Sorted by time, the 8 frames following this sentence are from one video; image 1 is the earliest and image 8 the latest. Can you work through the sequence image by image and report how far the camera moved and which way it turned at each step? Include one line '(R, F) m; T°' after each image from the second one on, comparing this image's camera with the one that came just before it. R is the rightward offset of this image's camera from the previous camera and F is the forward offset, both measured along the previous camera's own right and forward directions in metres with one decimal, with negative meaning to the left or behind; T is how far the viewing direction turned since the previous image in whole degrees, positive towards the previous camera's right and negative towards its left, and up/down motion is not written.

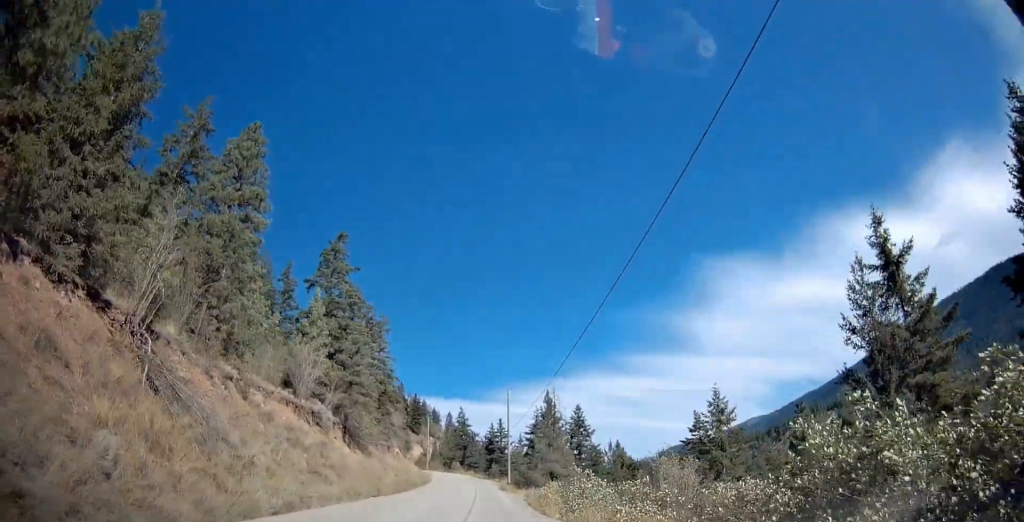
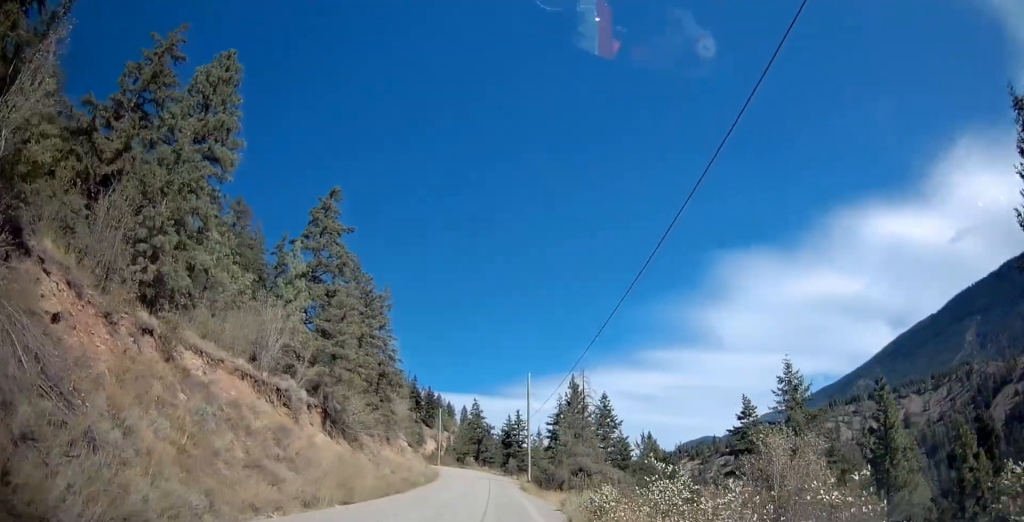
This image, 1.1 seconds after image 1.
(-0.4, +9.1) m; 0°
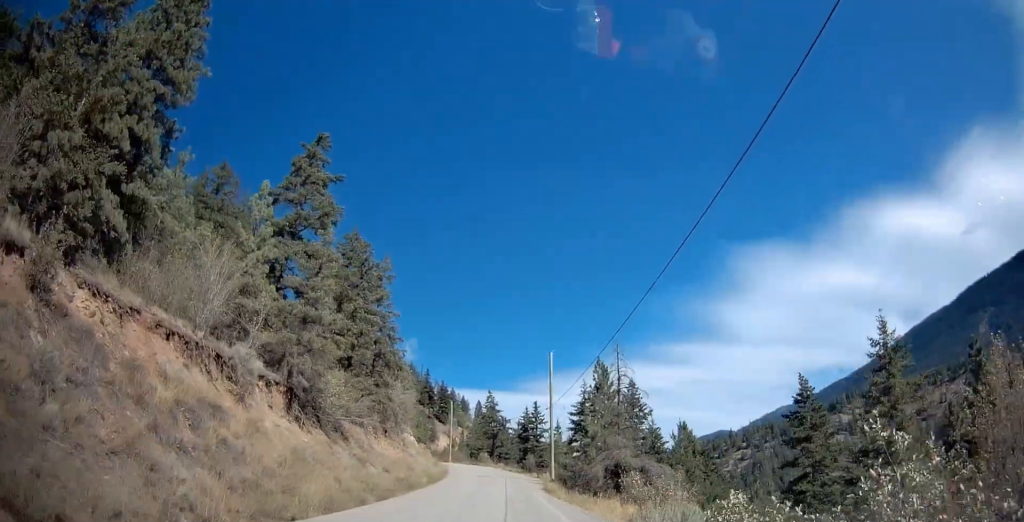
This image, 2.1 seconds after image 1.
(+0.3, +8.4) m; -1°
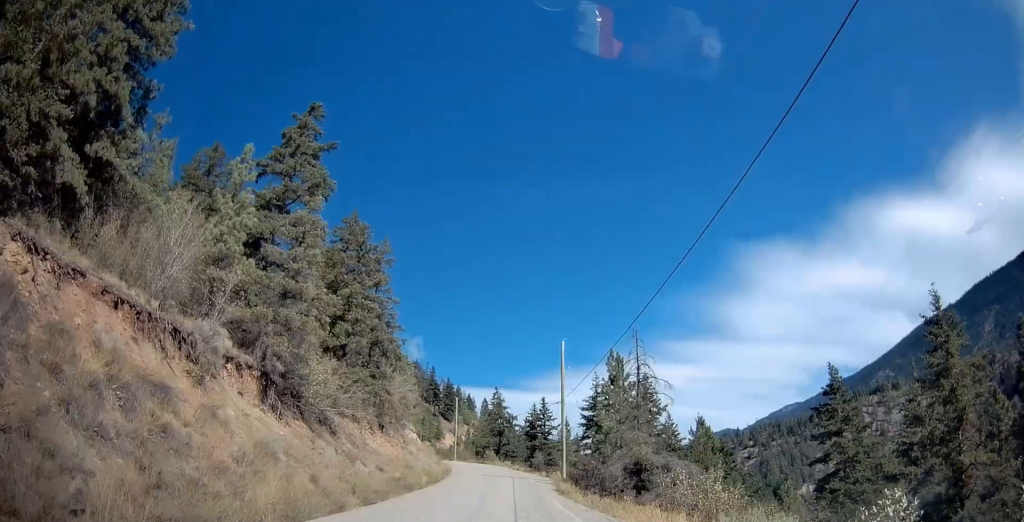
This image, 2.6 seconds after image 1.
(-0.2, +3.7) m; -2°
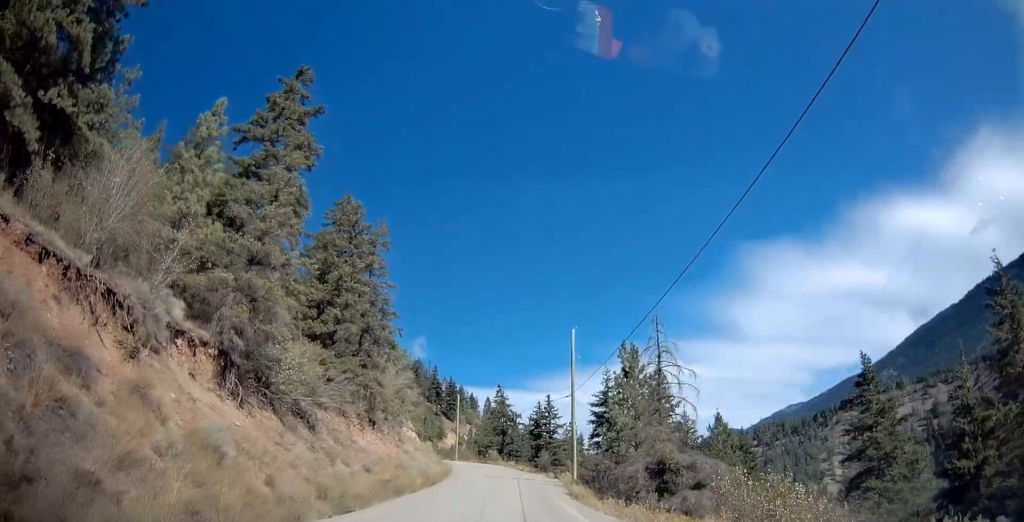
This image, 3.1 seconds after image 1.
(-0.1, +4.0) m; -1°
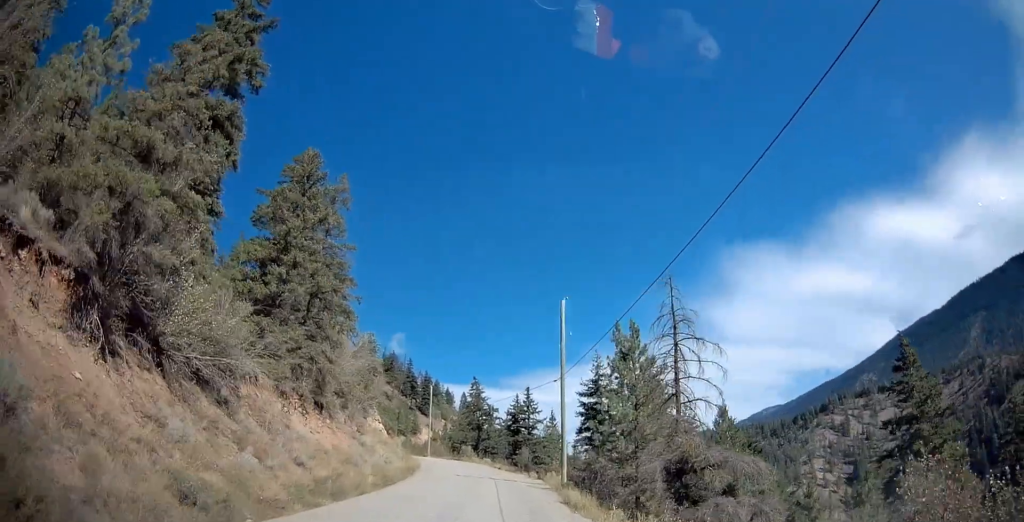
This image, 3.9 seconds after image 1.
(0.0, +6.7) m; 0°
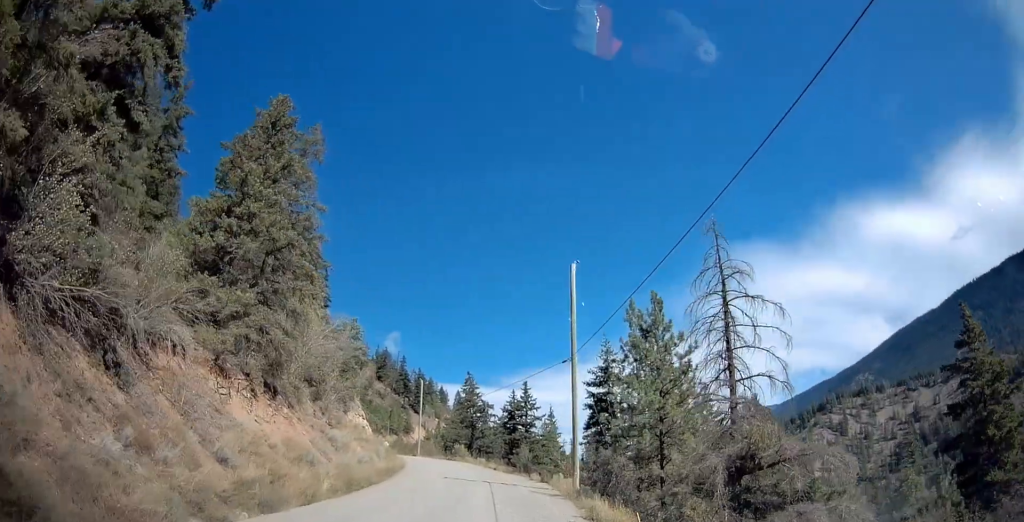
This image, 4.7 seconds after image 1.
(0.0, +6.3) m; +3°
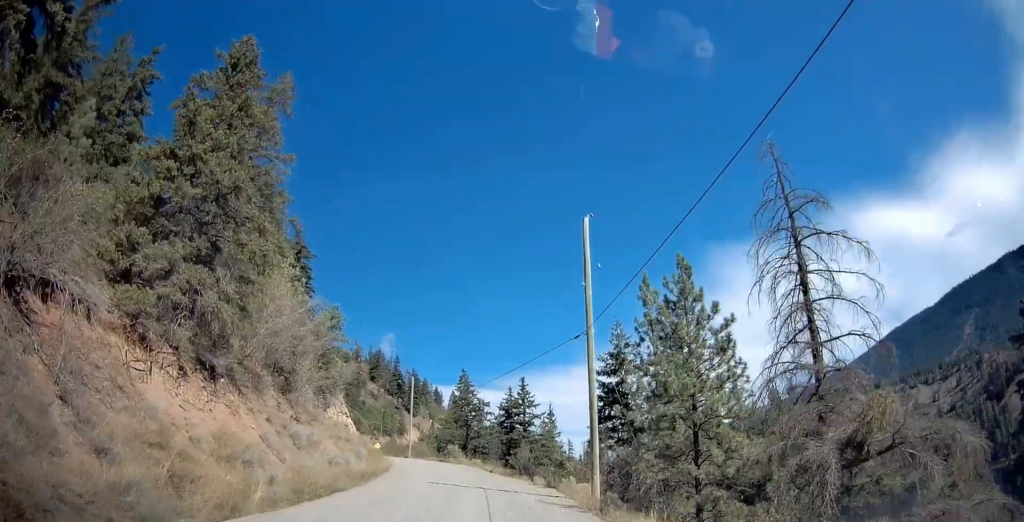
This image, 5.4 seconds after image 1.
(+0.2, +5.7) m; +1°
